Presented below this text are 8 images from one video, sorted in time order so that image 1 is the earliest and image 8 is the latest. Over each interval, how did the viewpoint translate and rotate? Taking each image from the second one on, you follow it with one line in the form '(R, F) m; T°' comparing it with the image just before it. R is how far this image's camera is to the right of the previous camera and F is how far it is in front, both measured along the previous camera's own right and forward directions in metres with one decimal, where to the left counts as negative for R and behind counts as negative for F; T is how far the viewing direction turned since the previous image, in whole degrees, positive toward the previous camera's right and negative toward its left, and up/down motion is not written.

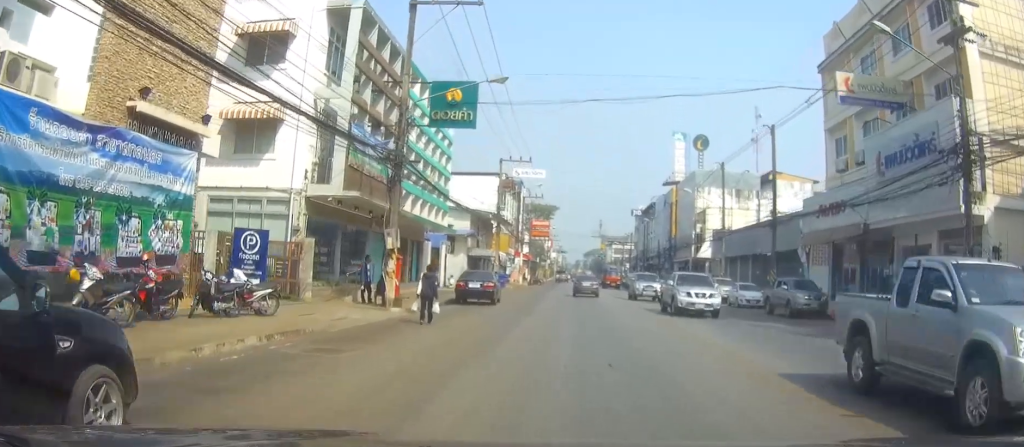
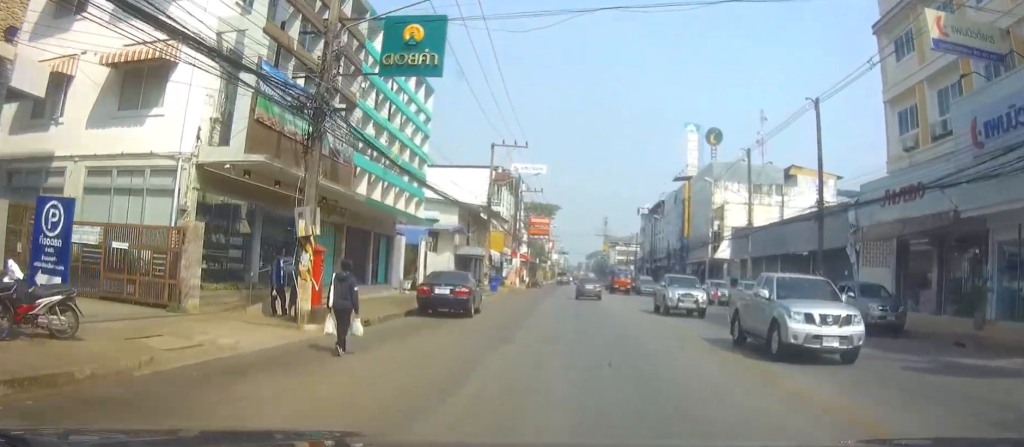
(0.0, +8.0) m; 0°
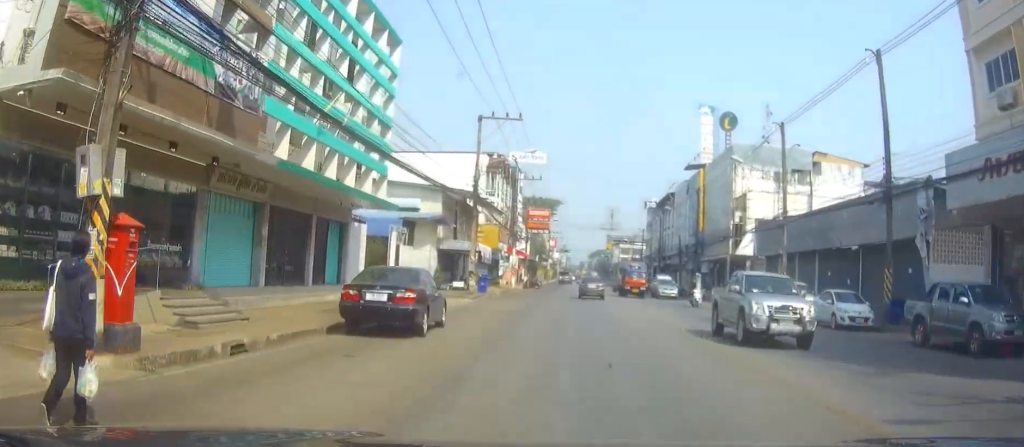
(0.0, +7.5) m; 0°
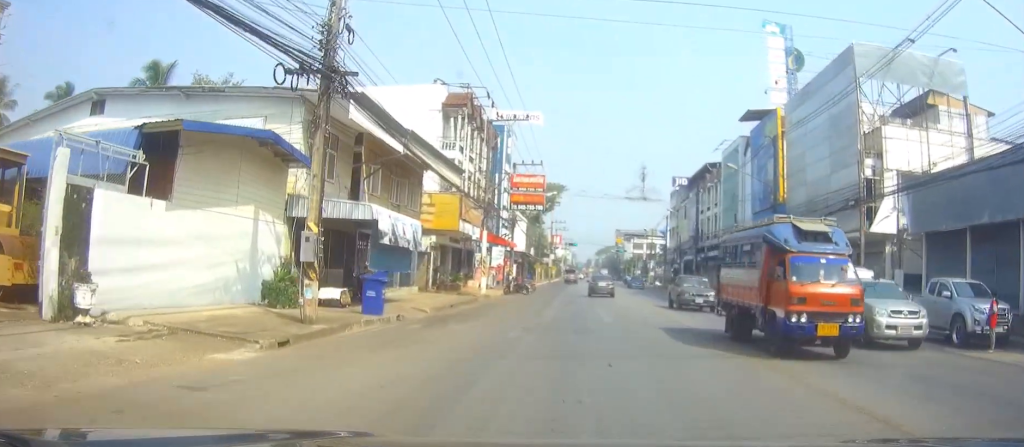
(-0.3, +26.3) m; -1°
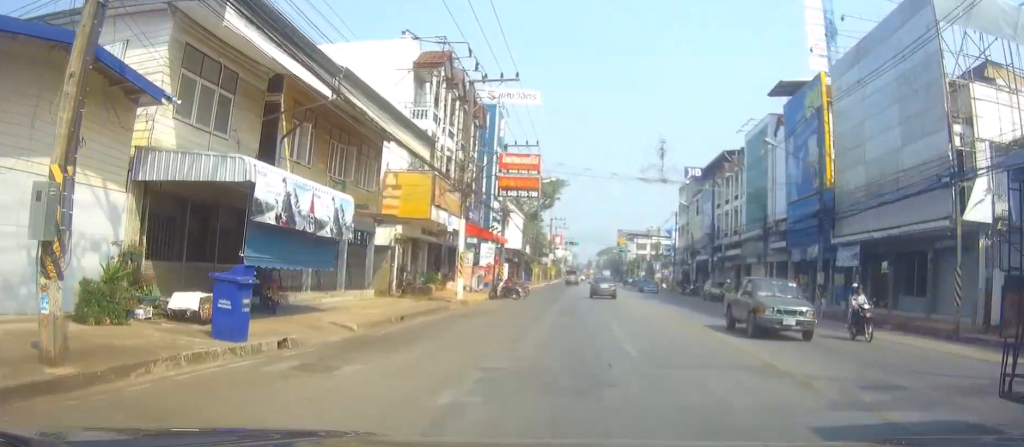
(-0.1, +8.3) m; 0°
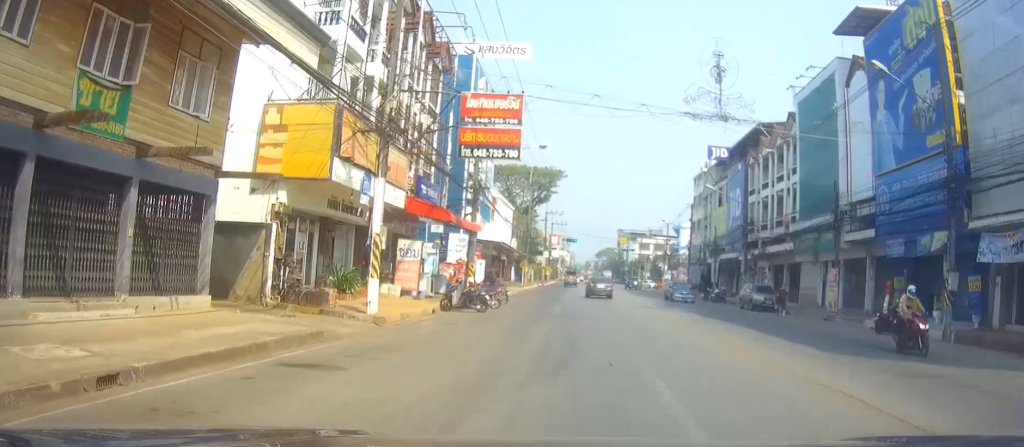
(+0.1, +14.0) m; +1°
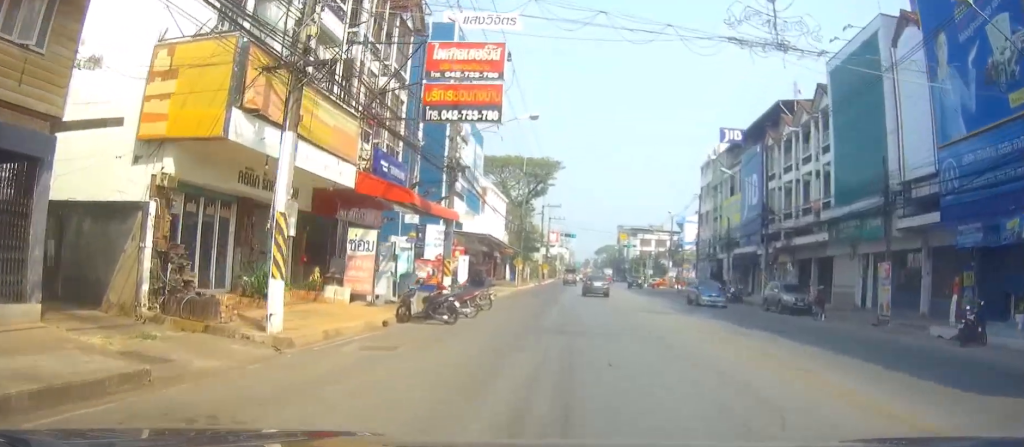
(+0.1, +6.2) m; +1°
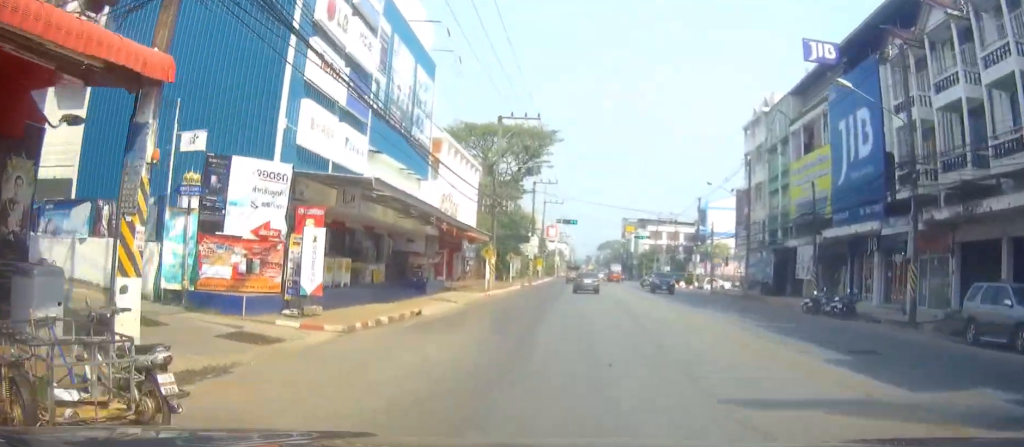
(+0.2, +22.1) m; 0°
